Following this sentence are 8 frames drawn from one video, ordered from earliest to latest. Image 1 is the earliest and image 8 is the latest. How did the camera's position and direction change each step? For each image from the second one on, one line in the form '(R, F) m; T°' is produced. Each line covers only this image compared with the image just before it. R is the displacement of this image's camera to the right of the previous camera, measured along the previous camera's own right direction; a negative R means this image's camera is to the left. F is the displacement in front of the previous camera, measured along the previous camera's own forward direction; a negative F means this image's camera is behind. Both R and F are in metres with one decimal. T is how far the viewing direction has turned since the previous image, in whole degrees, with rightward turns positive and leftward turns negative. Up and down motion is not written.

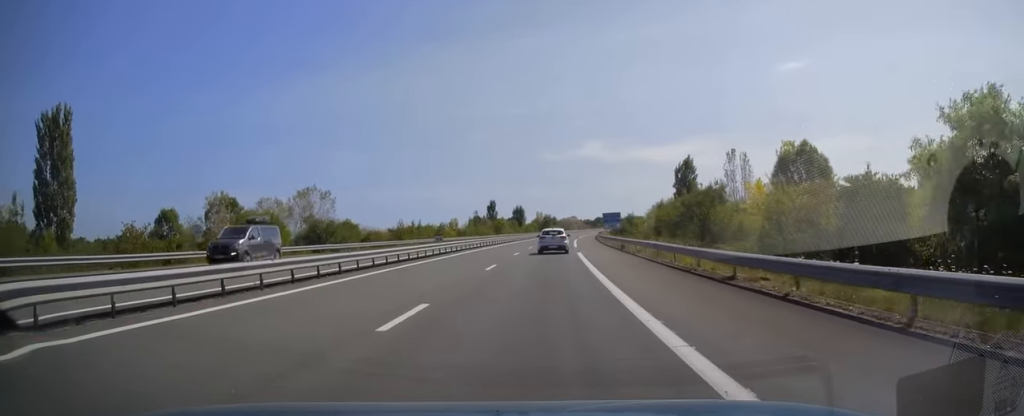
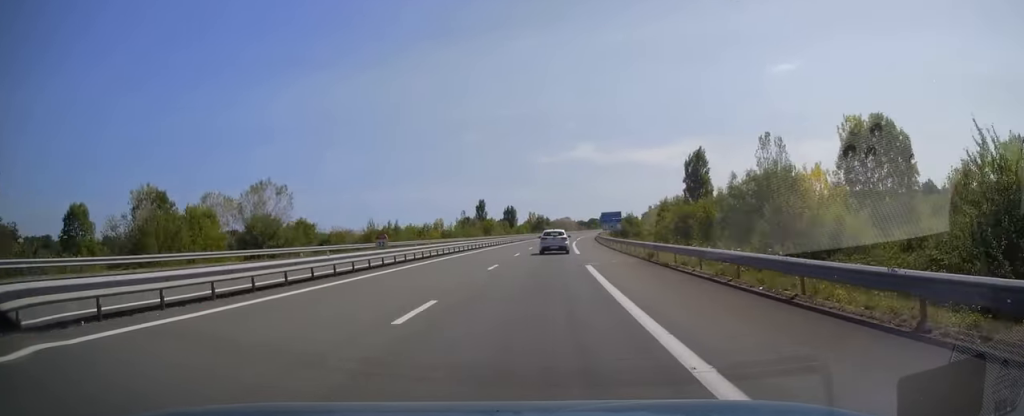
(-0.1, +12.3) m; +1°
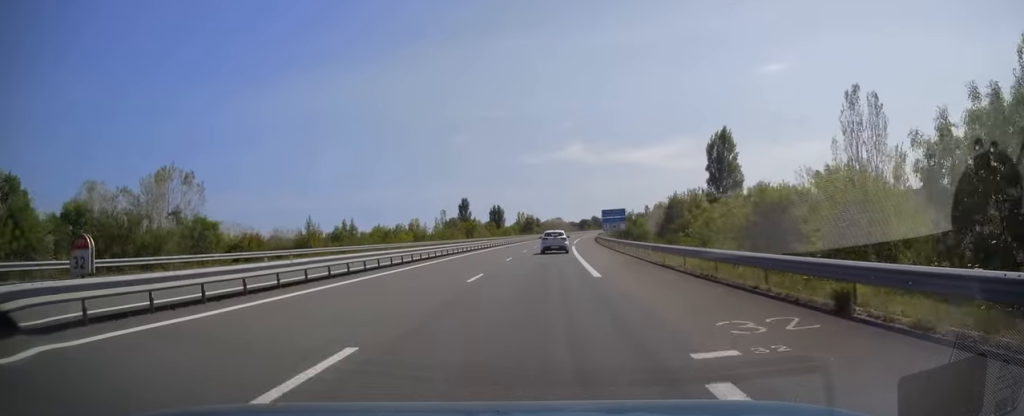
(+0.2, +18.2) m; +1°
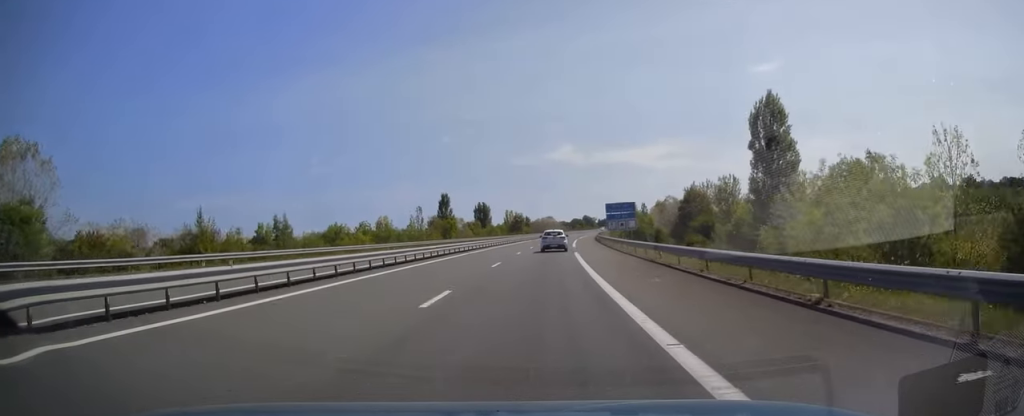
(+0.4, +19.2) m; +1°
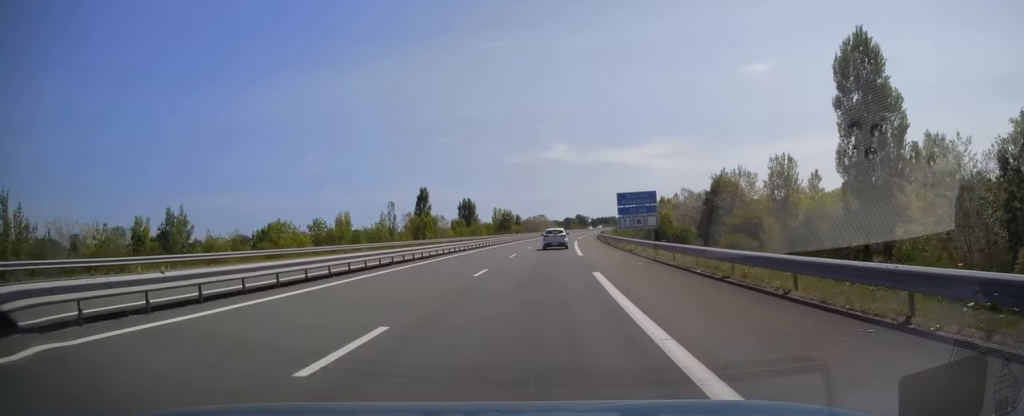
(+0.1, +18.7) m; +1°
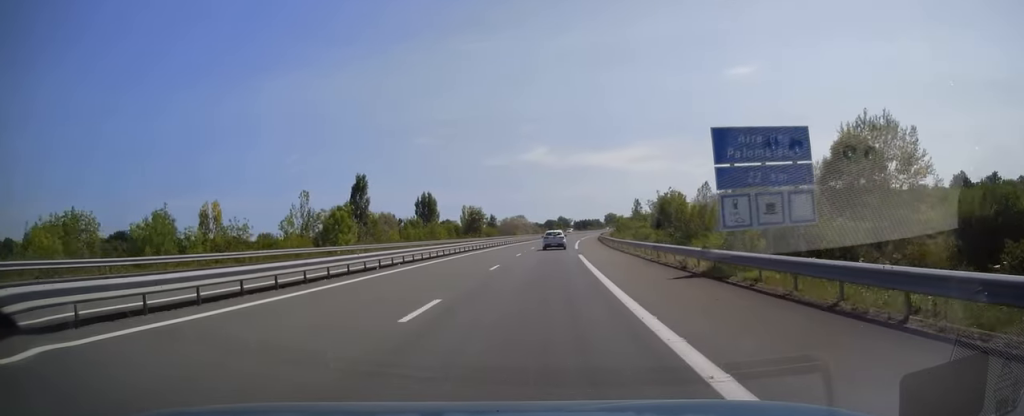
(+0.4, +35.9) m; +2°
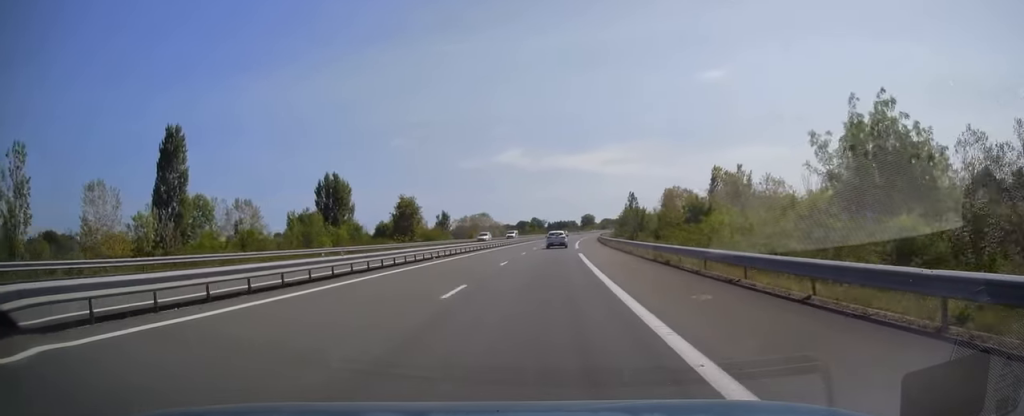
(+1.4, +49.2) m; +3°
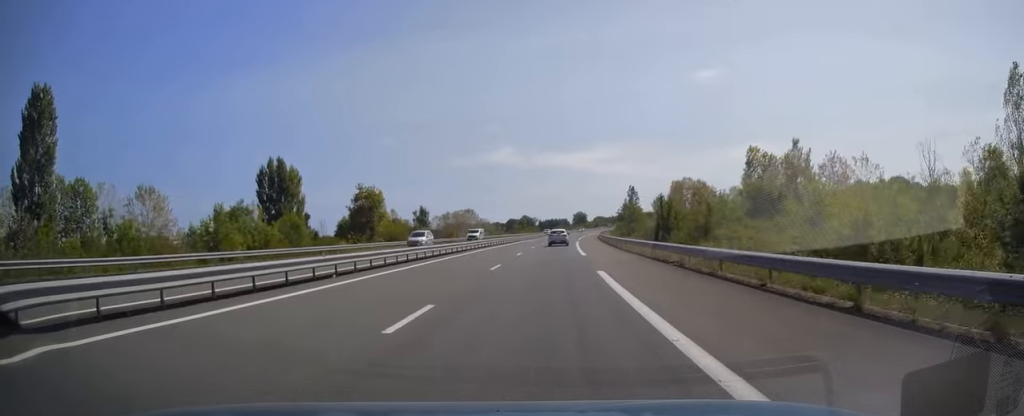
(+0.2, +17.7) m; 0°
